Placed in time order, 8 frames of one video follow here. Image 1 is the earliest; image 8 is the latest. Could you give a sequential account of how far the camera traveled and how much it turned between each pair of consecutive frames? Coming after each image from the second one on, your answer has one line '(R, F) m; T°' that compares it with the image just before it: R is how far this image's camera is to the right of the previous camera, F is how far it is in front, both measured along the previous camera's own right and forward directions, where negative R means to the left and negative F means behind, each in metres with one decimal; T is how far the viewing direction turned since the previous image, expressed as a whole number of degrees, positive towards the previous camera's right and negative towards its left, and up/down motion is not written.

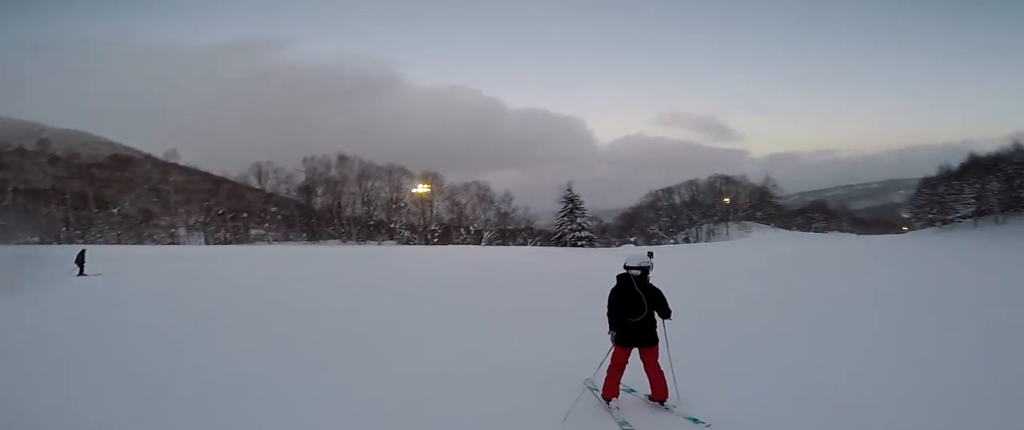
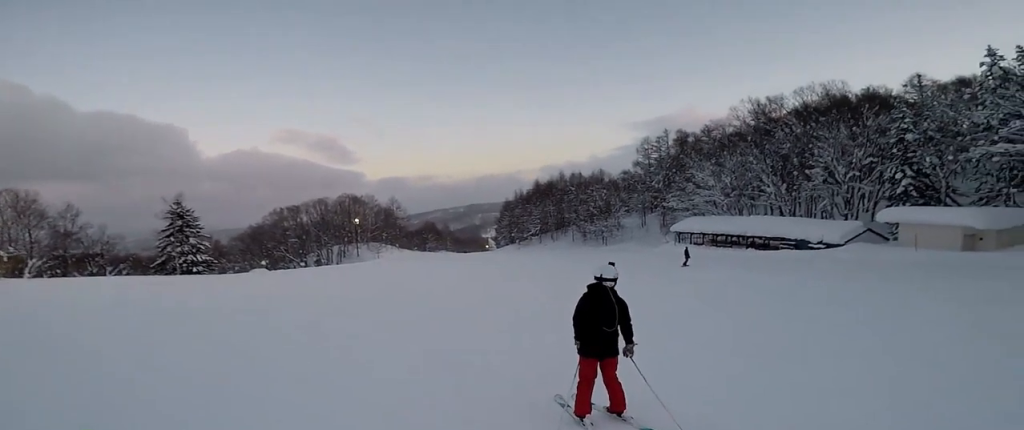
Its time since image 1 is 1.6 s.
(+2.6, +5.9) m; +26°
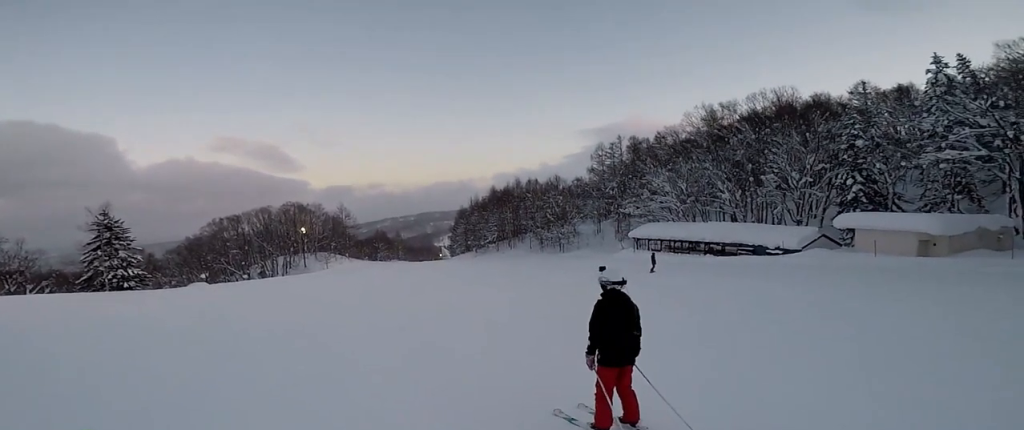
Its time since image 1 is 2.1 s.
(-0.3, +2.0) m; 0°
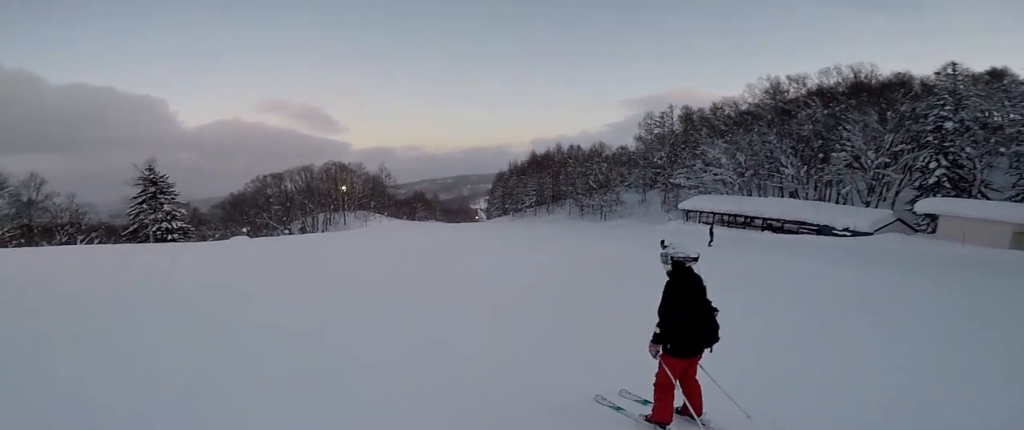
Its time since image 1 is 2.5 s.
(-0.2, +1.8) m; -1°
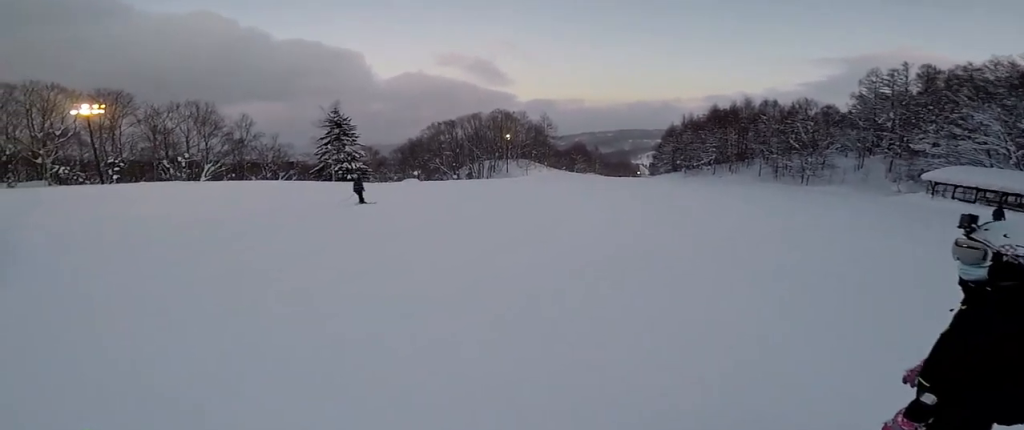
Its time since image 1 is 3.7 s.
(+0.2, +5.2) m; -11°
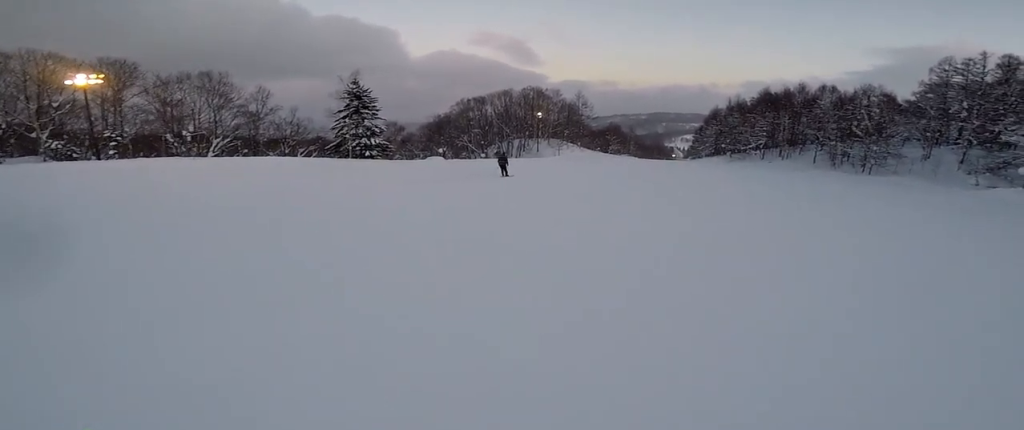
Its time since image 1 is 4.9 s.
(-1.1, +5.9) m; -2°
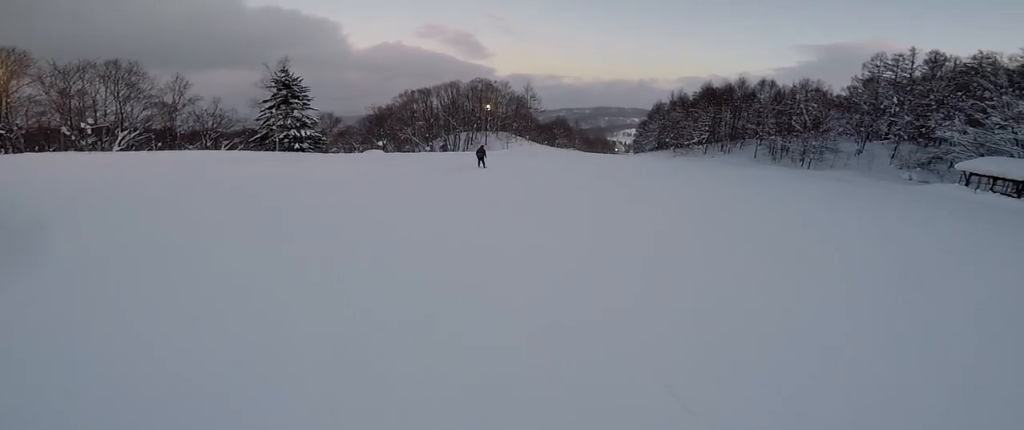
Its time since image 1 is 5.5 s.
(-0.1, +3.0) m; +9°
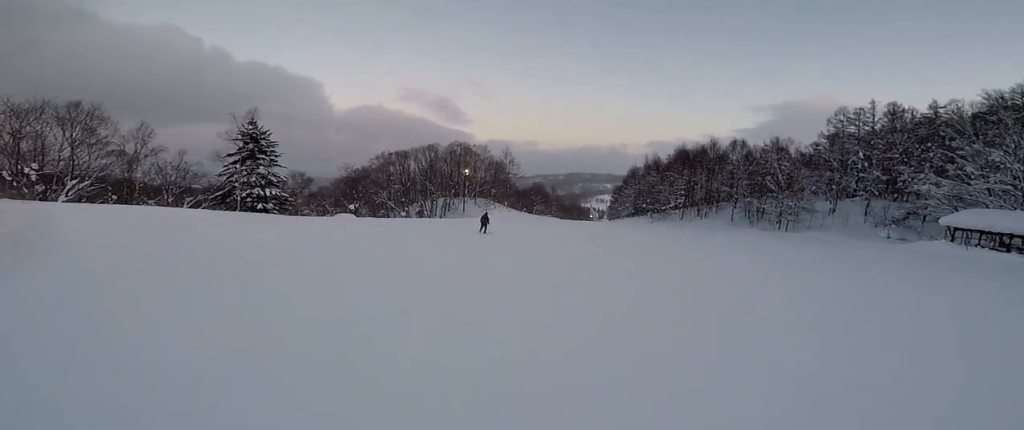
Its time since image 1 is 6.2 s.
(+0.8, +3.7) m; +6°
